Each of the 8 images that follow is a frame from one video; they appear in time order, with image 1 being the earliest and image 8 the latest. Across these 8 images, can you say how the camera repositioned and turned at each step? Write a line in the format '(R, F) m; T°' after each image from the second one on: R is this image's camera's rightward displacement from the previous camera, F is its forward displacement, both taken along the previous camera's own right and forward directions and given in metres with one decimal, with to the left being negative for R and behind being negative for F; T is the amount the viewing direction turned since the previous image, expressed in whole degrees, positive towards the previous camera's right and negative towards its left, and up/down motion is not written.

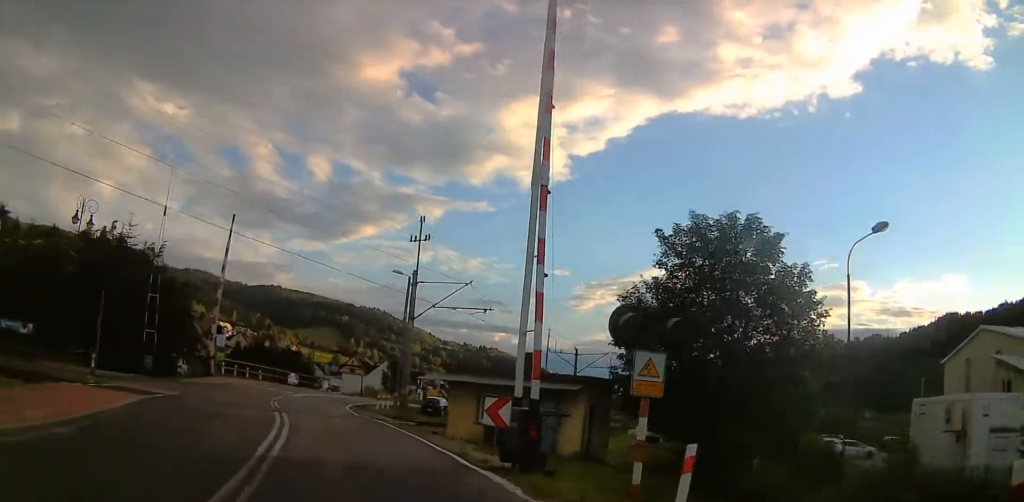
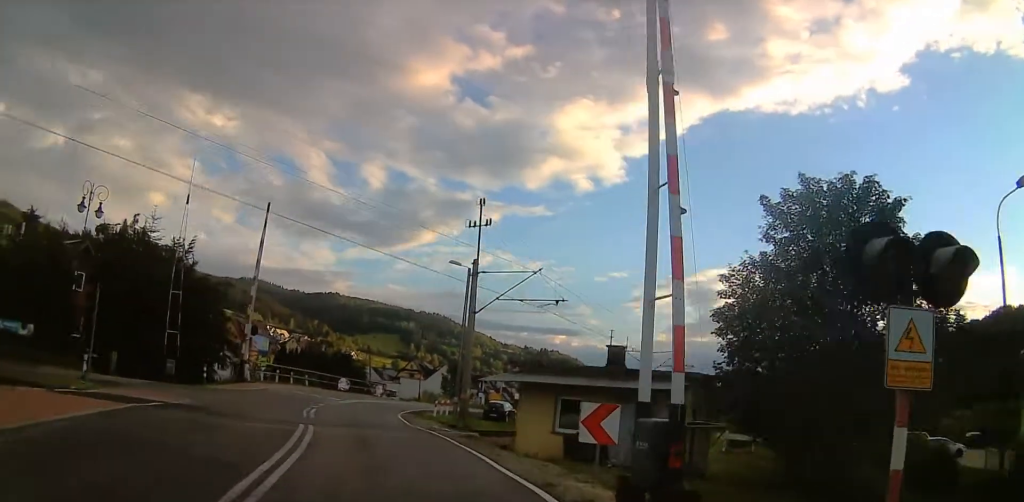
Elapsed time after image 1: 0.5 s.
(-0.2, +5.4) m; -4°
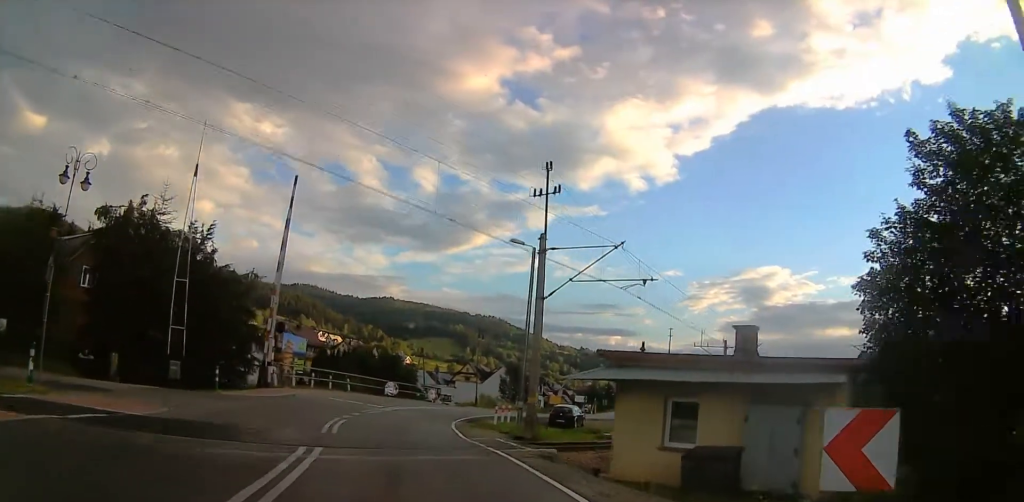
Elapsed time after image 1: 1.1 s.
(-0.1, +7.1) m; -3°
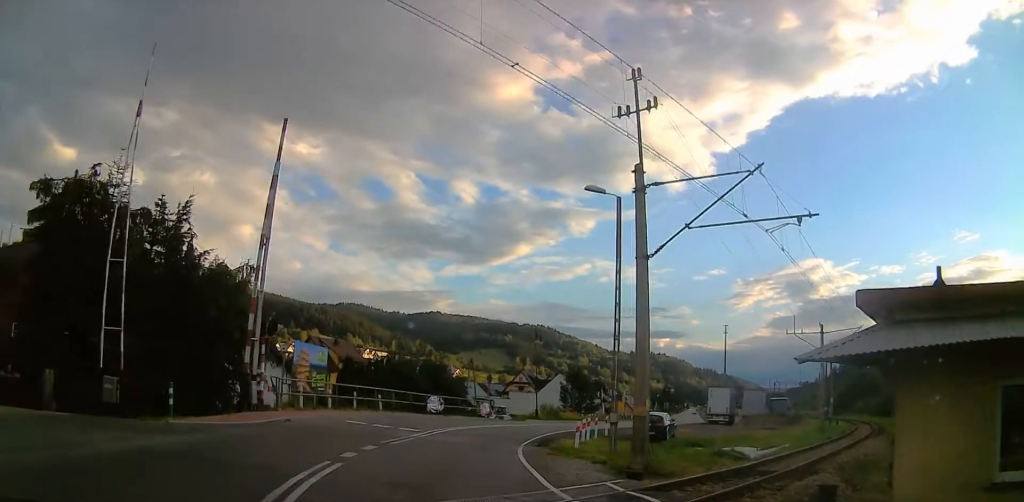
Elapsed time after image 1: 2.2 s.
(-0.5, +11.8) m; -6°
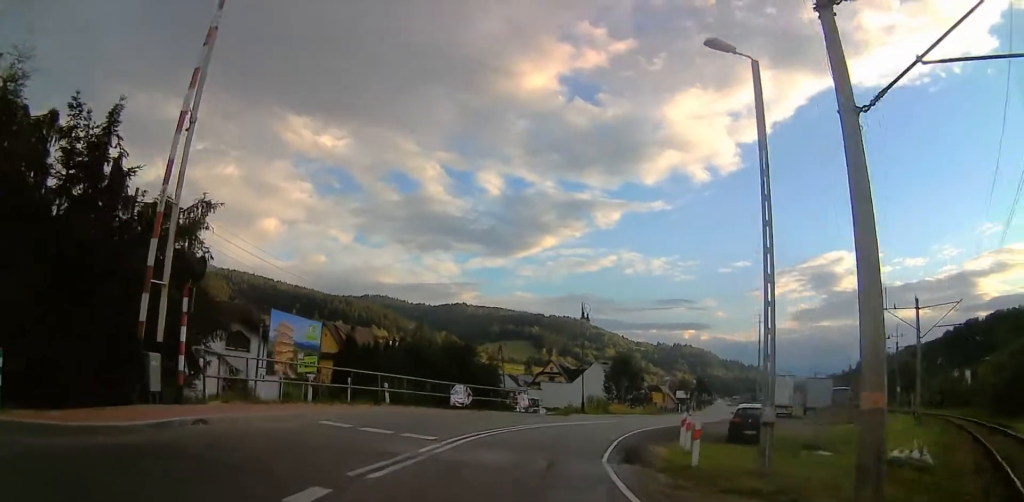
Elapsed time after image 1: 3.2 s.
(-0.7, +10.5) m; -6°
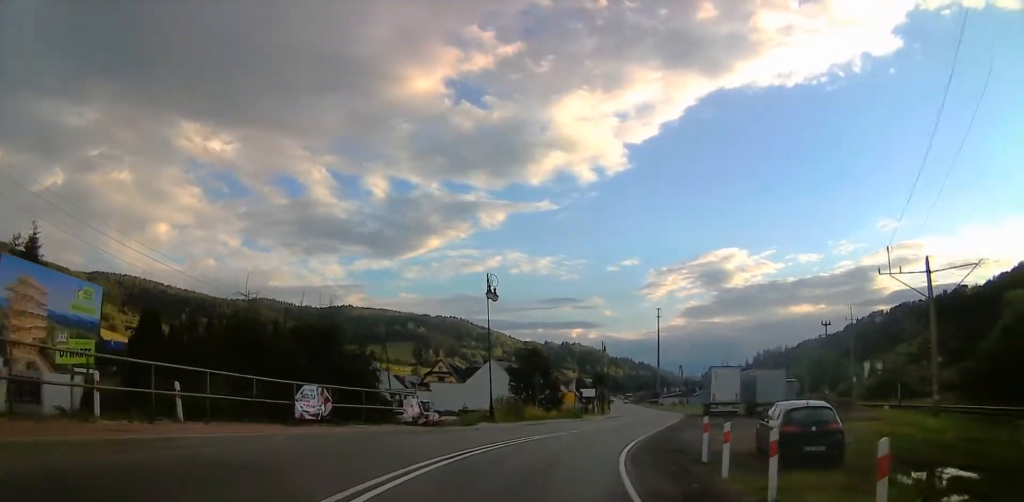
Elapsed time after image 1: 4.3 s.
(-0.5, +10.9) m; +3°
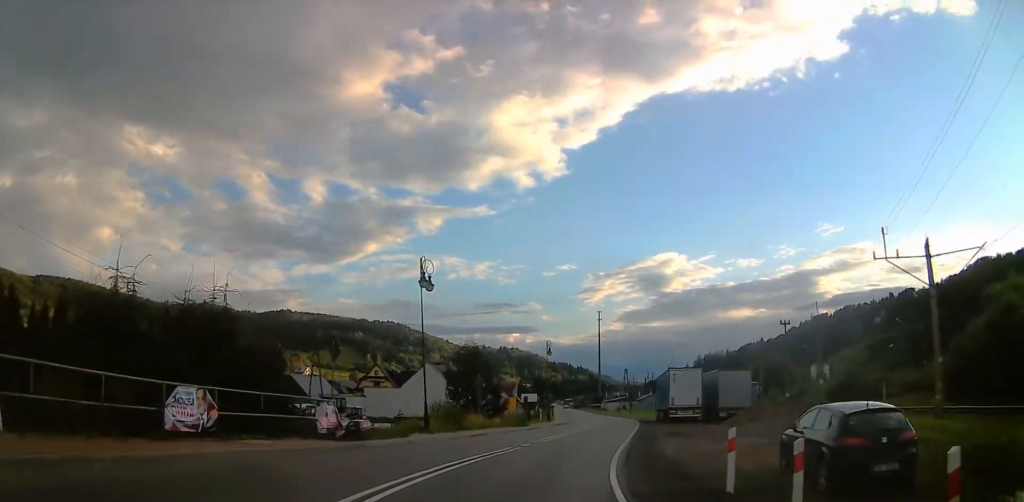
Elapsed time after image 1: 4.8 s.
(+0.4, +3.7) m; +4°
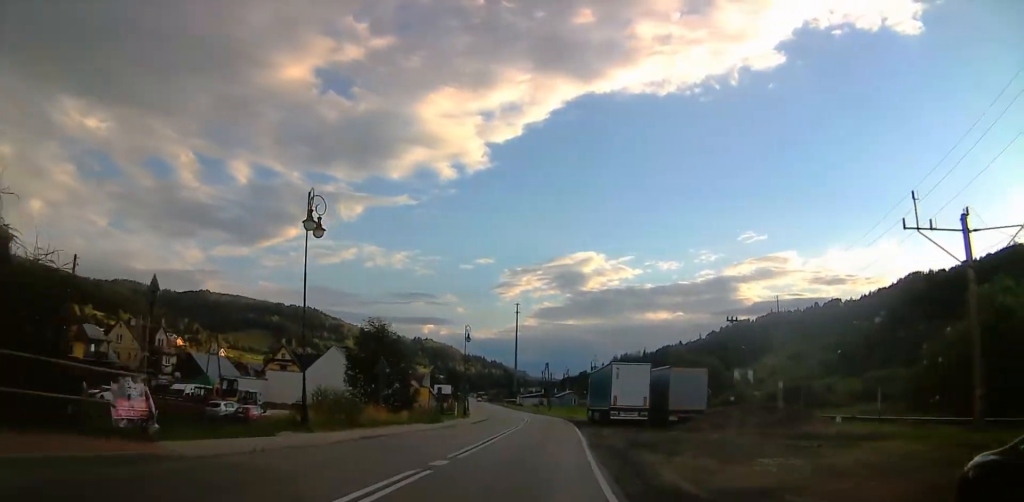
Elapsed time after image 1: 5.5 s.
(+0.5, +5.8) m; +7°
